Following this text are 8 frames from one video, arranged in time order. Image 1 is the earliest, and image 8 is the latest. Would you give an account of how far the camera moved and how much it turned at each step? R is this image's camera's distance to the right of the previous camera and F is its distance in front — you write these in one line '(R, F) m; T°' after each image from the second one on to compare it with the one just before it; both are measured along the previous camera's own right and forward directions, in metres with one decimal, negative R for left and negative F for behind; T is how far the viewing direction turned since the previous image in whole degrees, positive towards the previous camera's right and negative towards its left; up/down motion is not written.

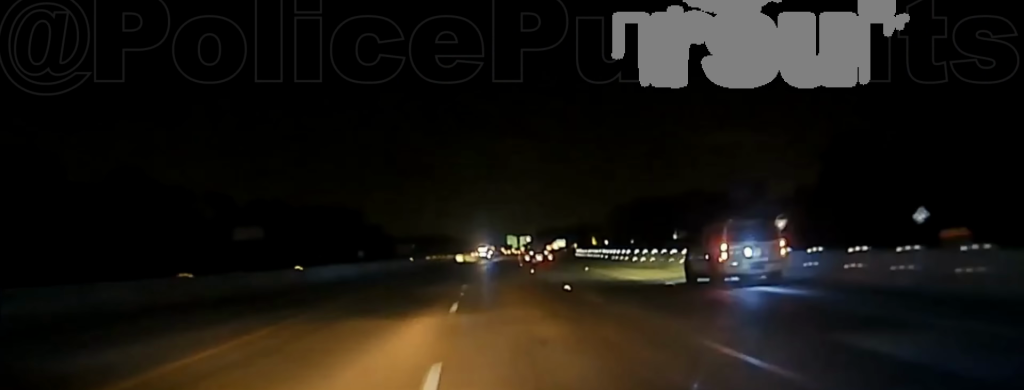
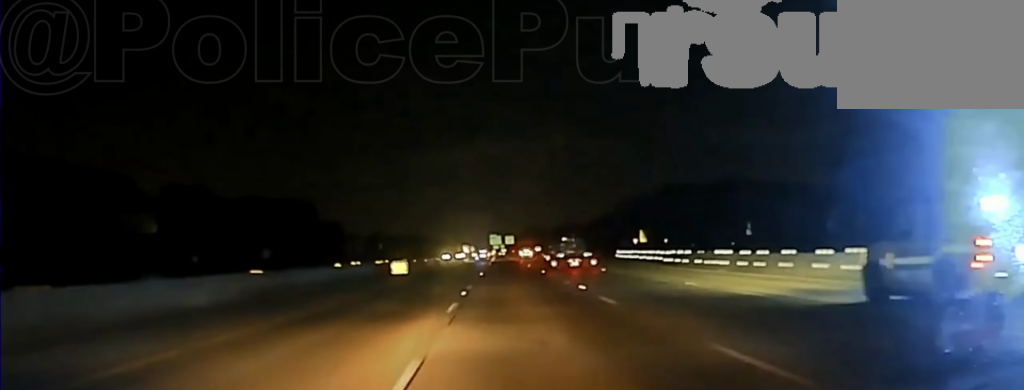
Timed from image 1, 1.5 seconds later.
(+0.9, +73.5) m; +2°
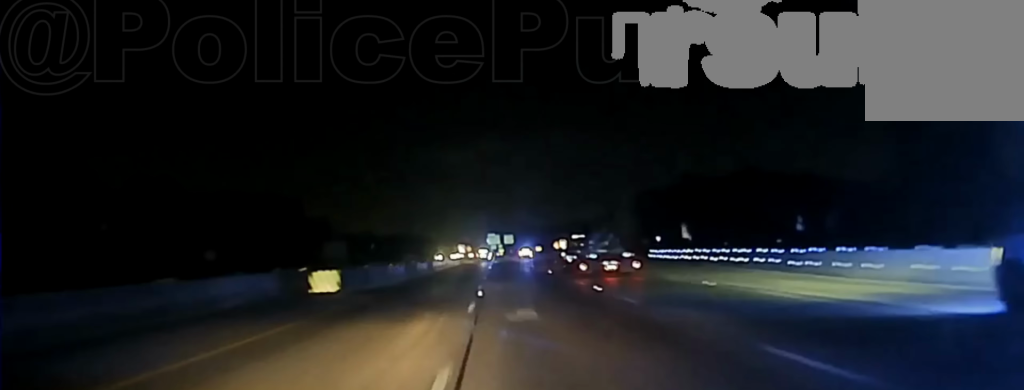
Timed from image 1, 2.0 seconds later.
(+0.3, +23.6) m; 0°
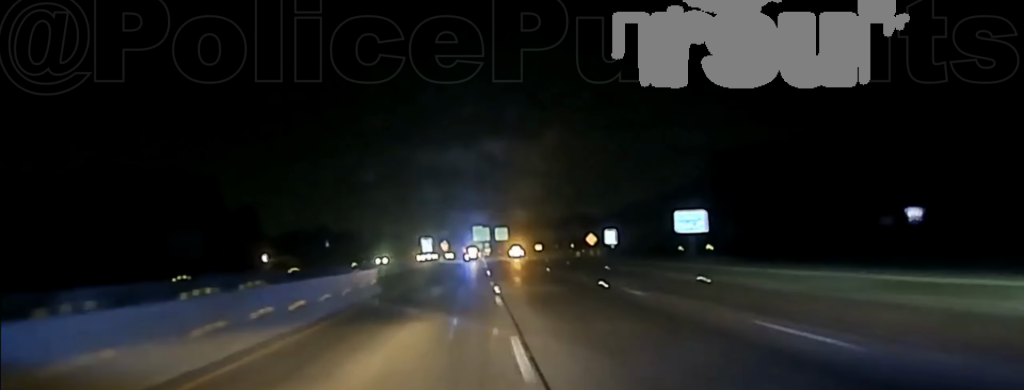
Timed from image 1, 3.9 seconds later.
(0.0, +85.0) m; 0°
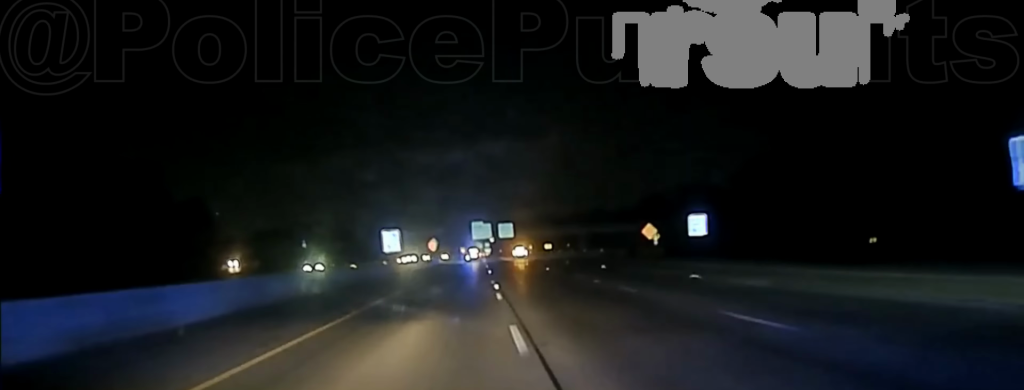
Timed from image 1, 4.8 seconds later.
(+0.2, +42.3) m; +1°
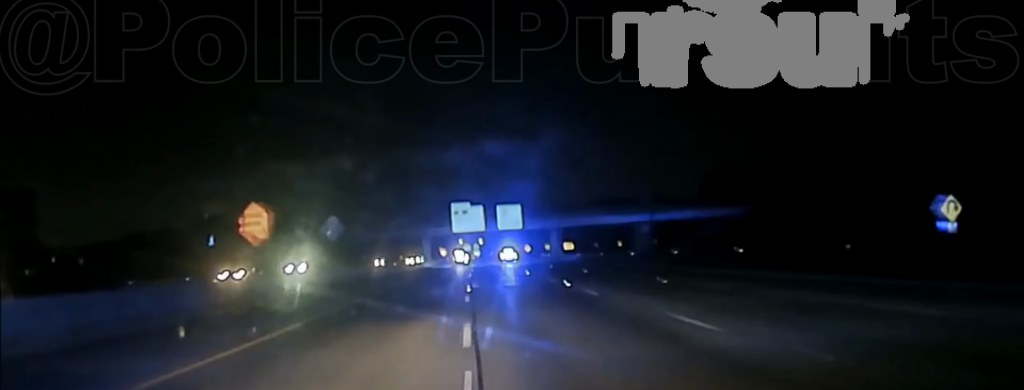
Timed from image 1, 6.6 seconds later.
(+1.2, +103.9) m; +1°
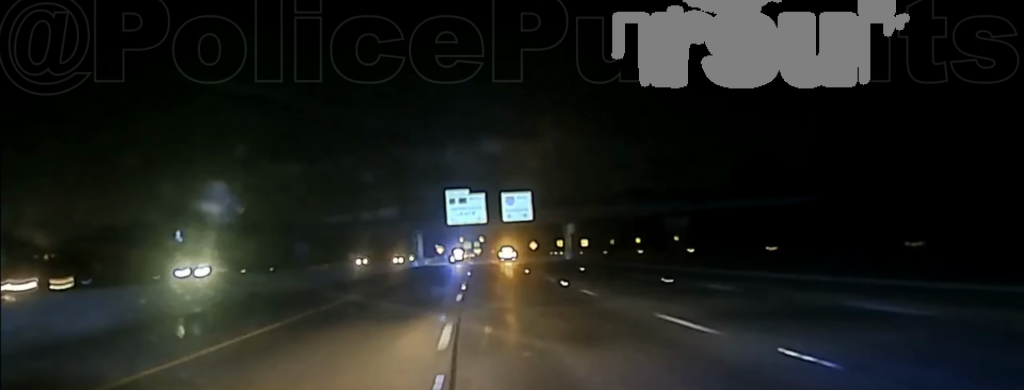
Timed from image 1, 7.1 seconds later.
(-0.1, +26.3) m; 0°
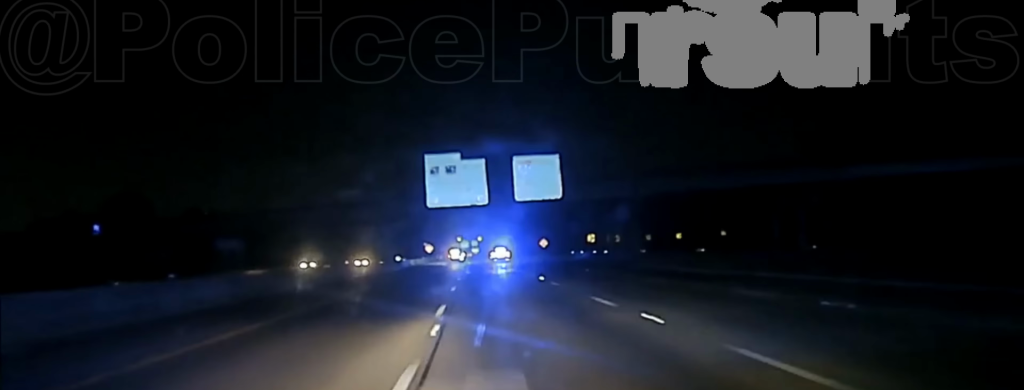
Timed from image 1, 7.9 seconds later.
(-0.1, +45.0) m; 0°
